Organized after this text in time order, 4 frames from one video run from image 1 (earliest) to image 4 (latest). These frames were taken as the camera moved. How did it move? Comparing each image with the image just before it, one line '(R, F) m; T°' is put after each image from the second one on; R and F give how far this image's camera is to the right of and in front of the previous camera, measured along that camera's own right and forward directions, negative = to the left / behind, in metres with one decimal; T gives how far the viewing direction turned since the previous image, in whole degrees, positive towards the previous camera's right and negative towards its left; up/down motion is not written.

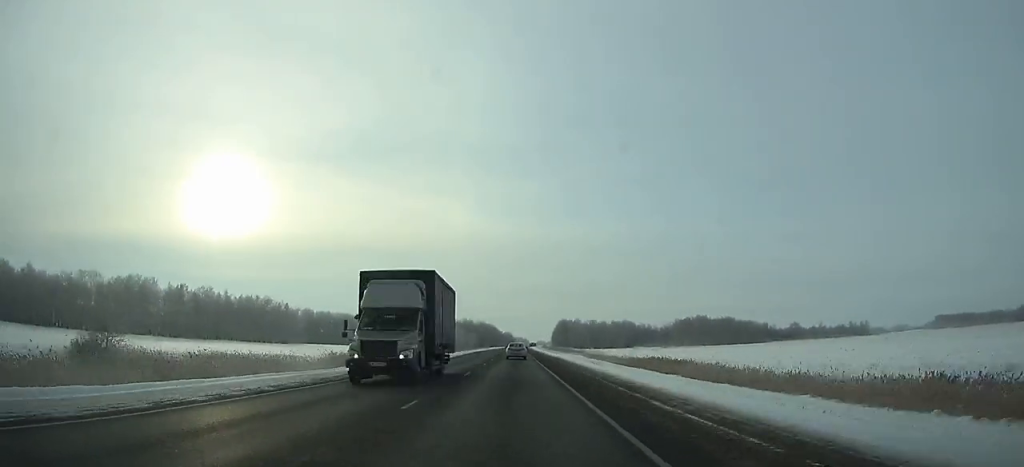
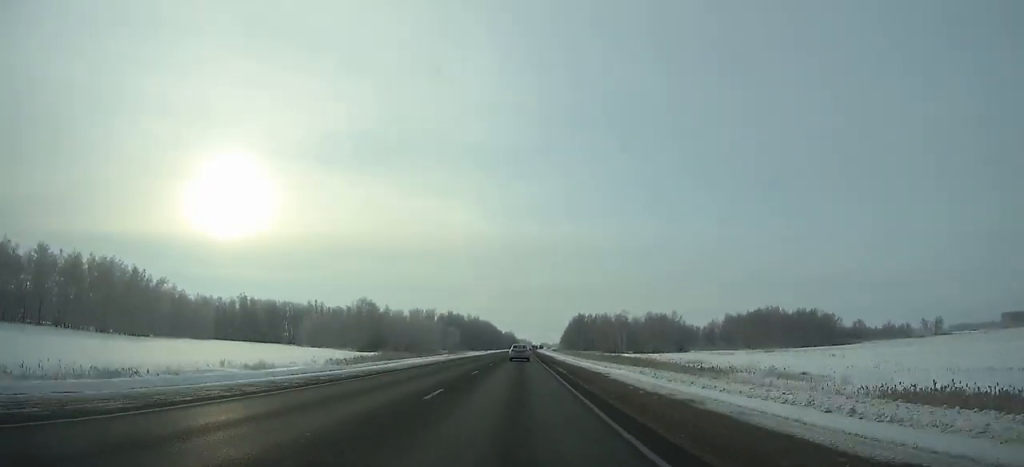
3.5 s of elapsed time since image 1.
(0.0, +93.3) m; 0°
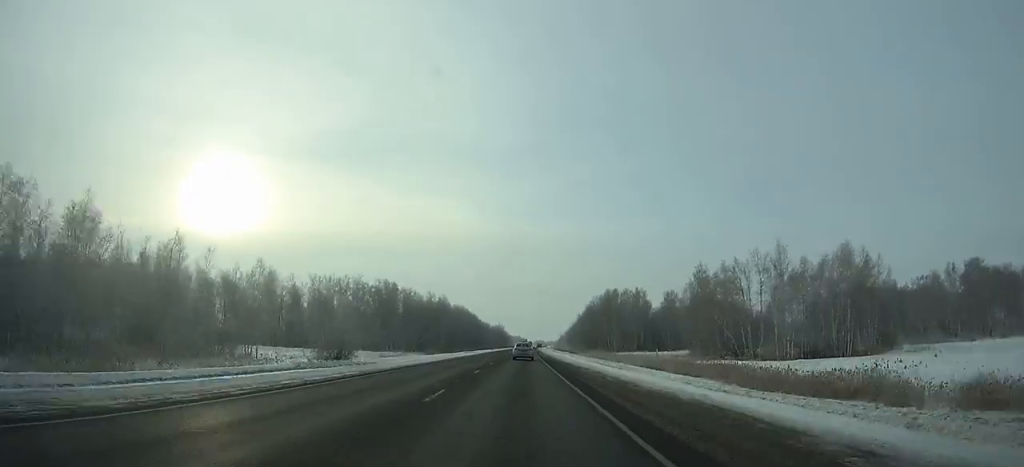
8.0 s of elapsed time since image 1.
(+0.9, +120.2) m; +1°
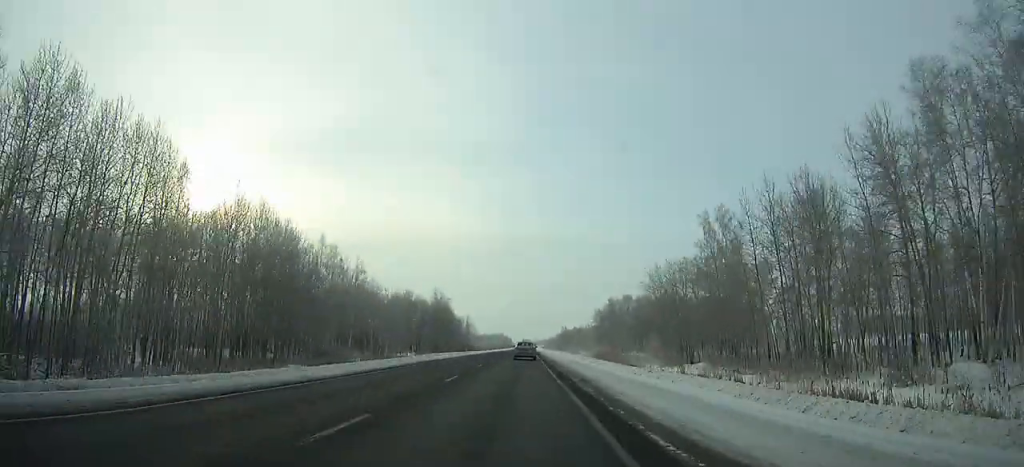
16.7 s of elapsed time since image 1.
(+2.6, +232.8) m; +1°
